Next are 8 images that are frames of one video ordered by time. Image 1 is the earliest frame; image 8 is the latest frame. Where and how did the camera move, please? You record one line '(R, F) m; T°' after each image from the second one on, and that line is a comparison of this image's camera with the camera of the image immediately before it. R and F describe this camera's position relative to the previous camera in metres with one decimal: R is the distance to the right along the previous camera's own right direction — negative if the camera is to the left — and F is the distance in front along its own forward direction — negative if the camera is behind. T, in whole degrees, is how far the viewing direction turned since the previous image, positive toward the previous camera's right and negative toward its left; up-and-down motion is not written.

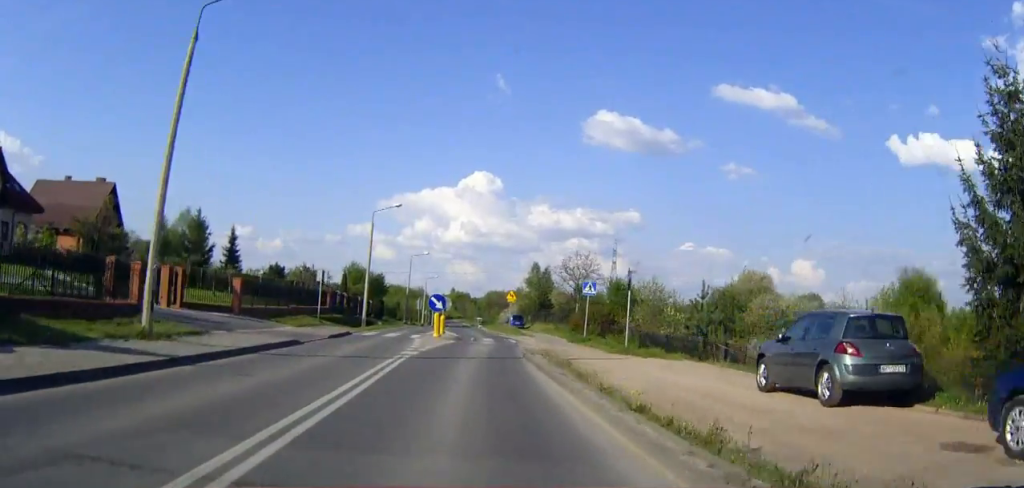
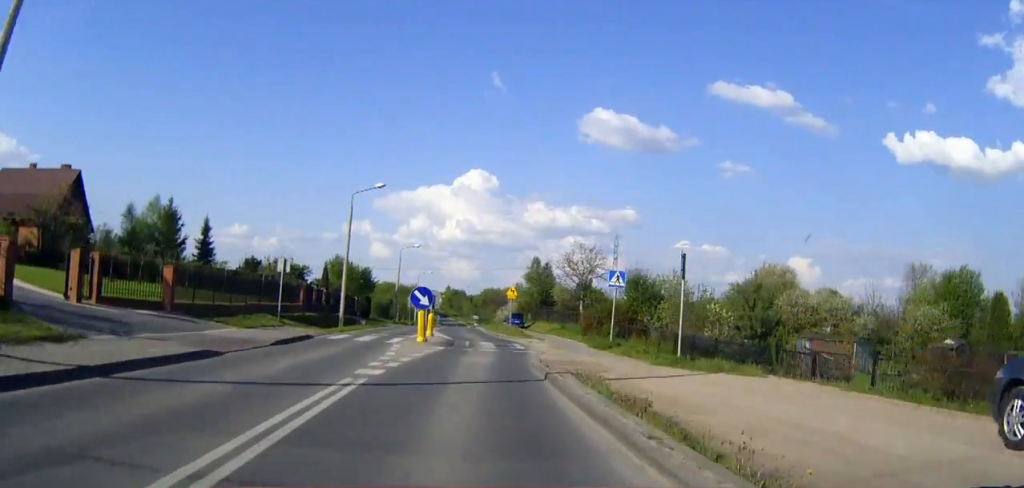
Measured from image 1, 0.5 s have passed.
(0.0, +7.4) m; 0°
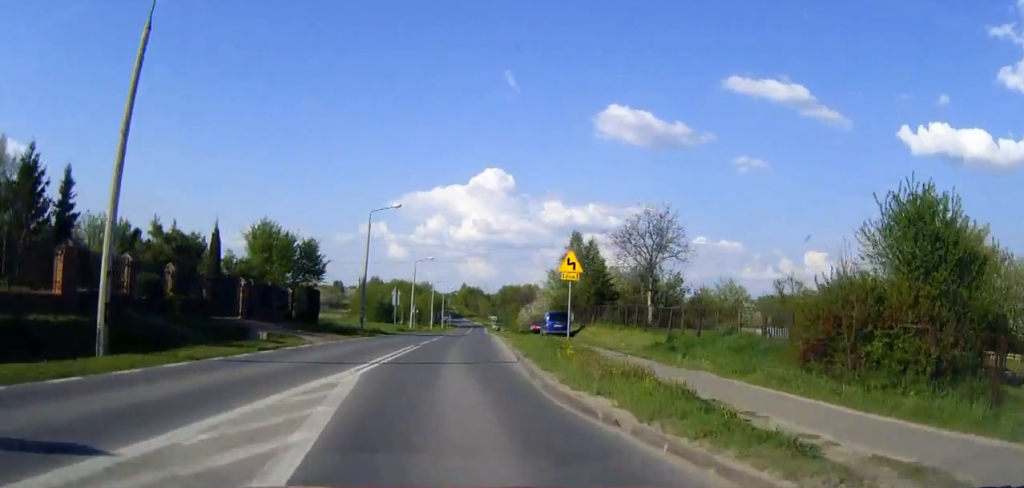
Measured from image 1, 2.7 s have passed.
(+0.2, +29.5) m; -1°
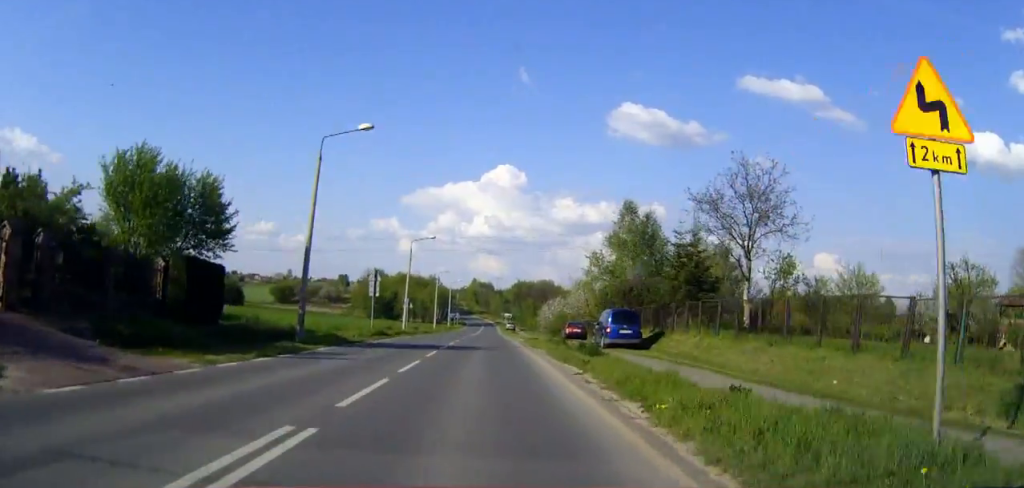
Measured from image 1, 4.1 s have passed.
(-0.4, +19.6) m; -2°
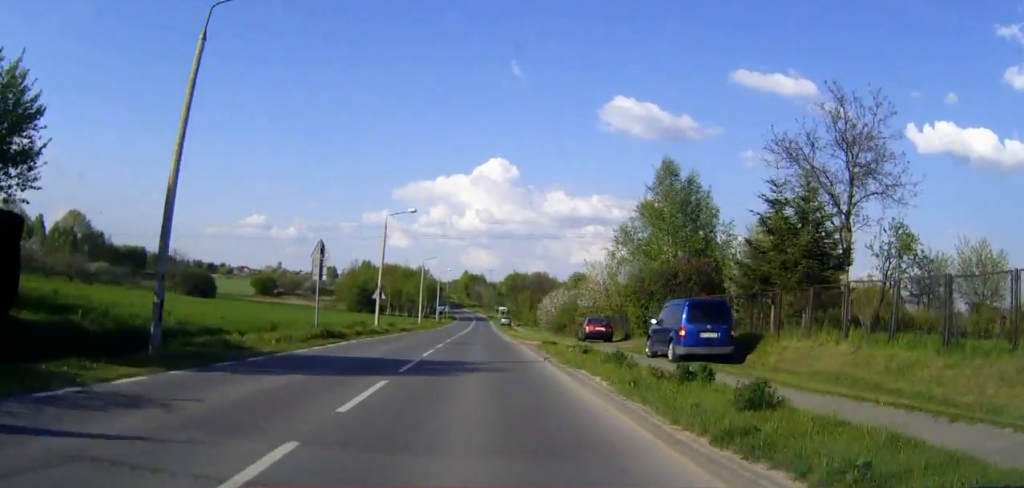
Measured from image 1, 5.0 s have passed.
(0.0, +12.8) m; 0°
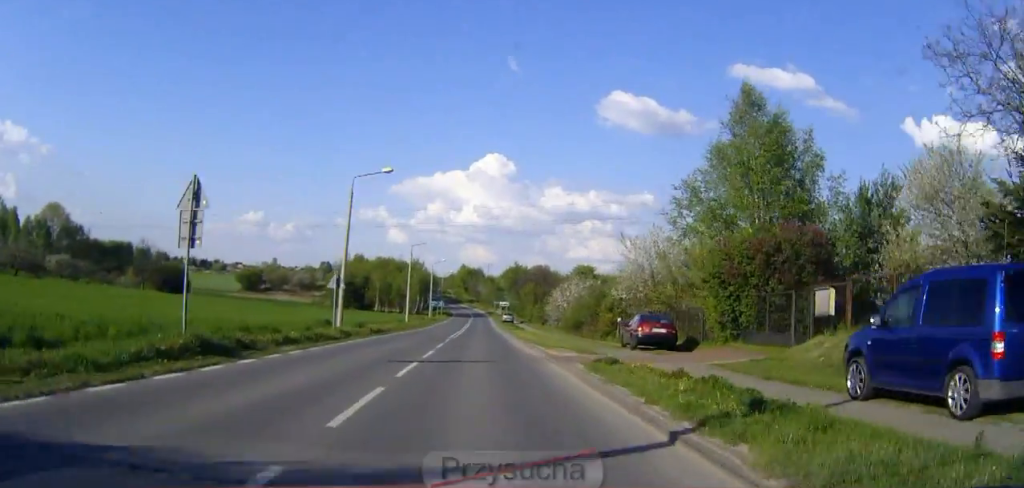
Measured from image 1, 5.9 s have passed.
(+0.1, +13.4) m; 0°
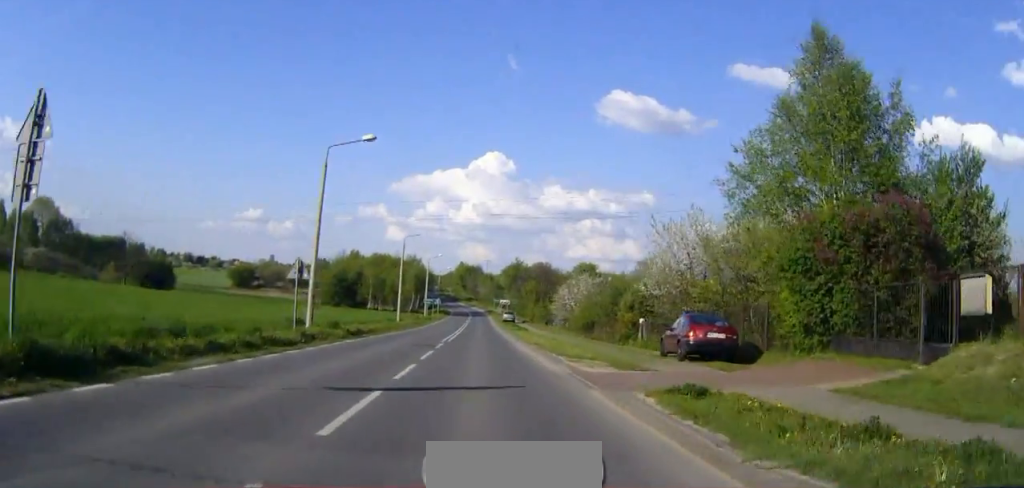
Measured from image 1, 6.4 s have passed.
(0.0, +6.7) m; 0°
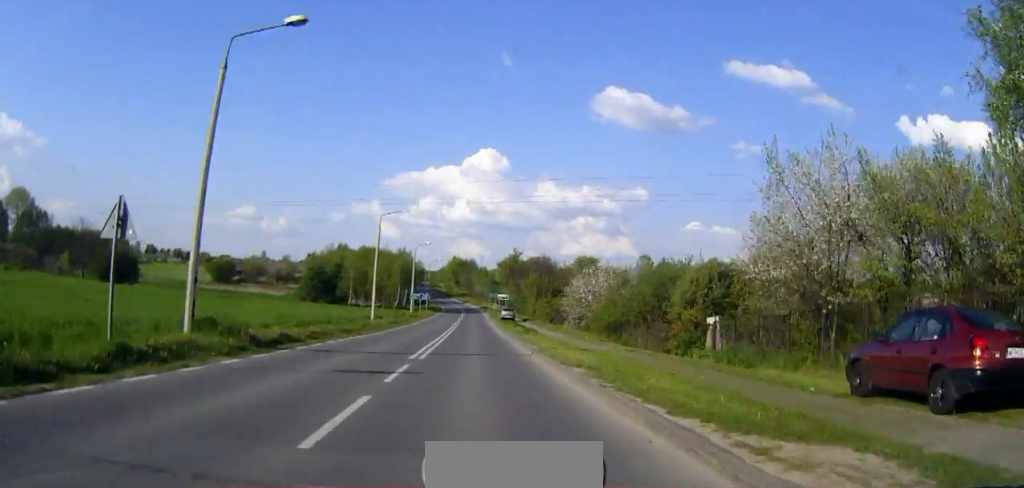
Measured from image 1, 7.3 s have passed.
(0.0, +12.9) m; 0°
